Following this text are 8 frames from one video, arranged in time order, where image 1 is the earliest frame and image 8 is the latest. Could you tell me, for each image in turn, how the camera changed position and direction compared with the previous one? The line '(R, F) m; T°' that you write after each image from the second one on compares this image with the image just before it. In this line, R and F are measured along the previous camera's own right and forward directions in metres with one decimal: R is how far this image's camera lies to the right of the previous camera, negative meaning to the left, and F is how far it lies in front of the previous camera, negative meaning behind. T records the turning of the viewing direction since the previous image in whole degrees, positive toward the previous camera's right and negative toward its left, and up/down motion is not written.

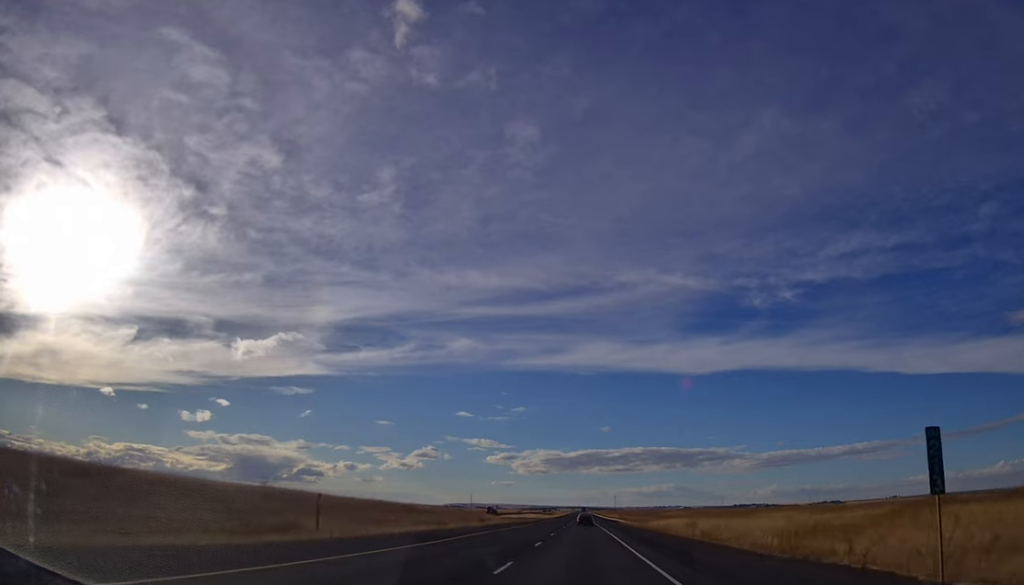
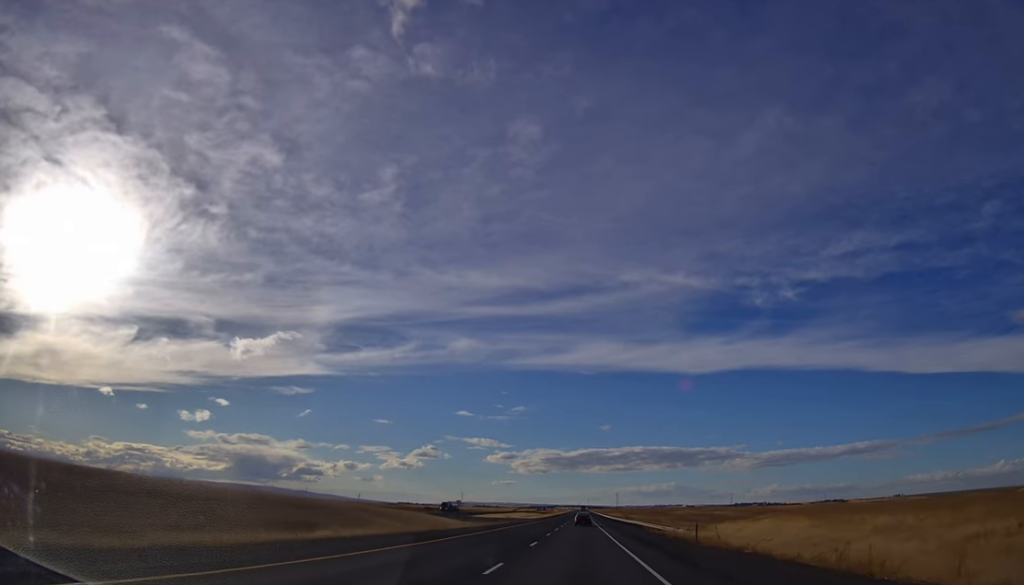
(-0.9, +49.2) m; -1°
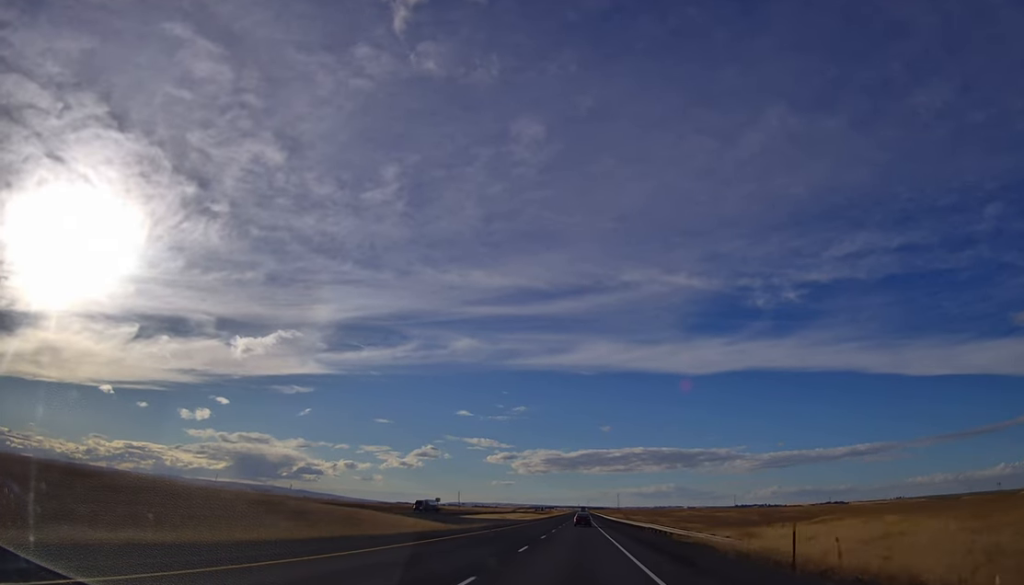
(+0.3, +16.3) m; 0°
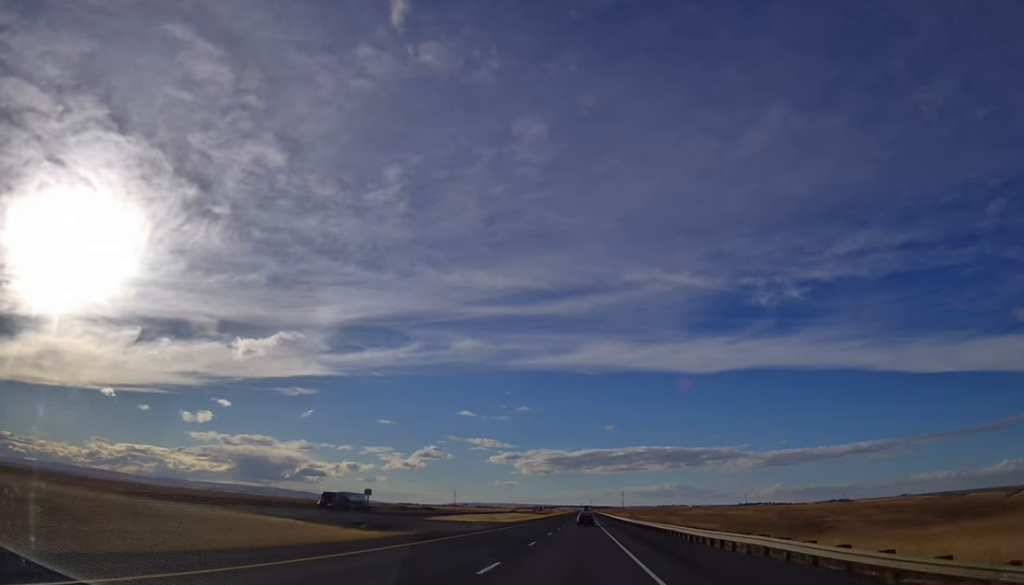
(-0.3, +33.5) m; -1°
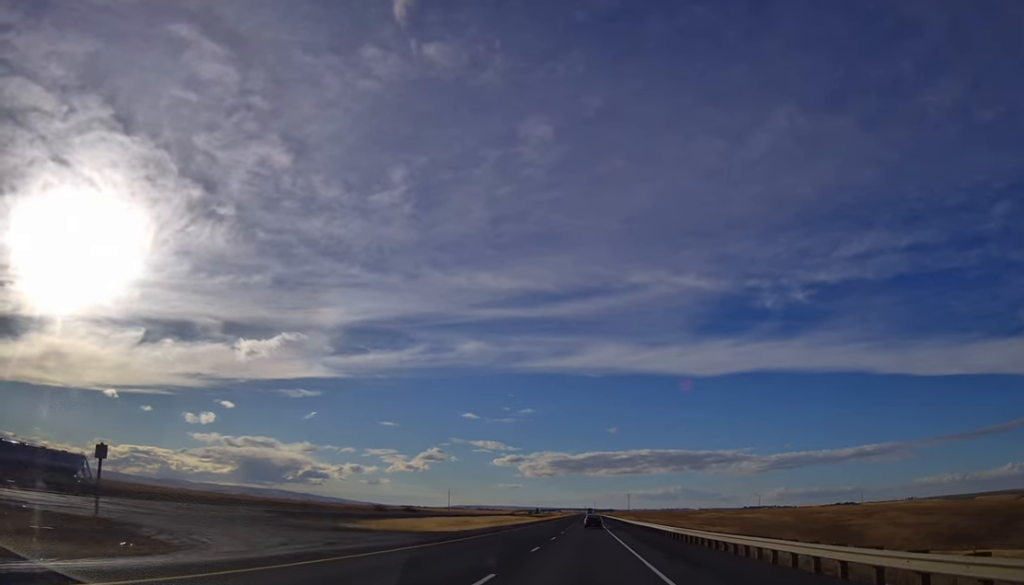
(+0.2, +40.3) m; +1°
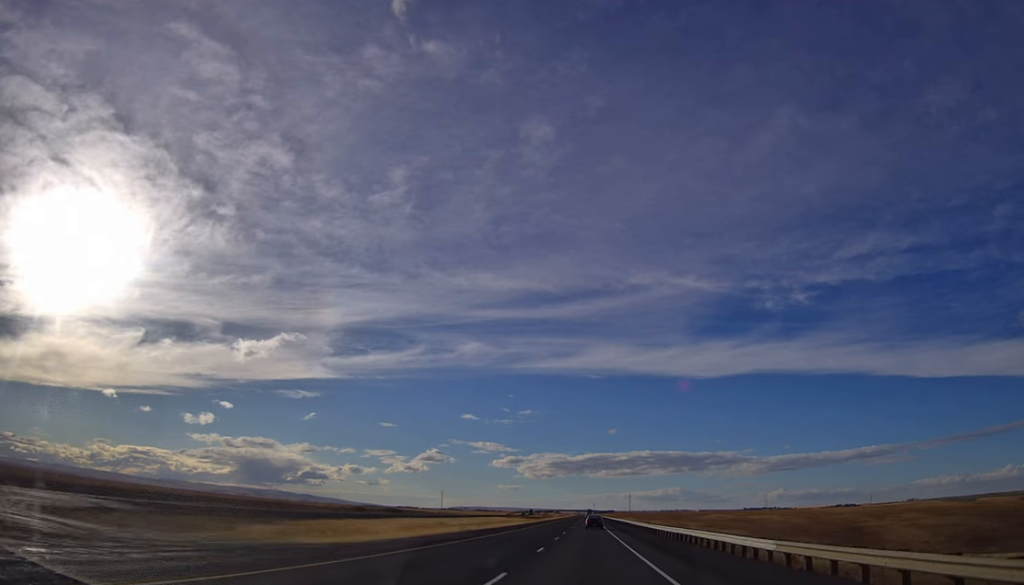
(+0.3, +23.9) m; 0°
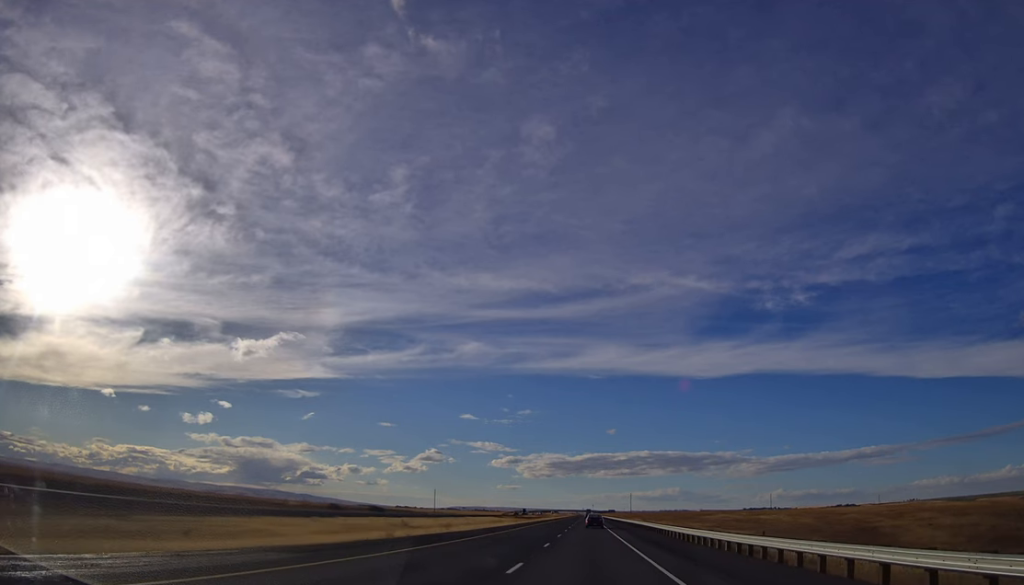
(-0.2, +21.6) m; 0°
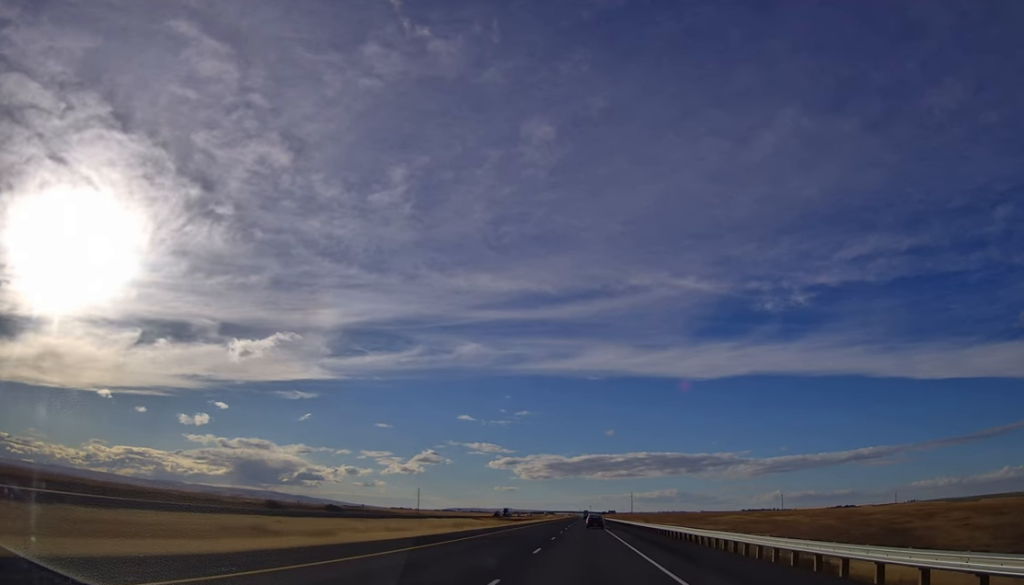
(+0.1, +41.5) m; 0°
